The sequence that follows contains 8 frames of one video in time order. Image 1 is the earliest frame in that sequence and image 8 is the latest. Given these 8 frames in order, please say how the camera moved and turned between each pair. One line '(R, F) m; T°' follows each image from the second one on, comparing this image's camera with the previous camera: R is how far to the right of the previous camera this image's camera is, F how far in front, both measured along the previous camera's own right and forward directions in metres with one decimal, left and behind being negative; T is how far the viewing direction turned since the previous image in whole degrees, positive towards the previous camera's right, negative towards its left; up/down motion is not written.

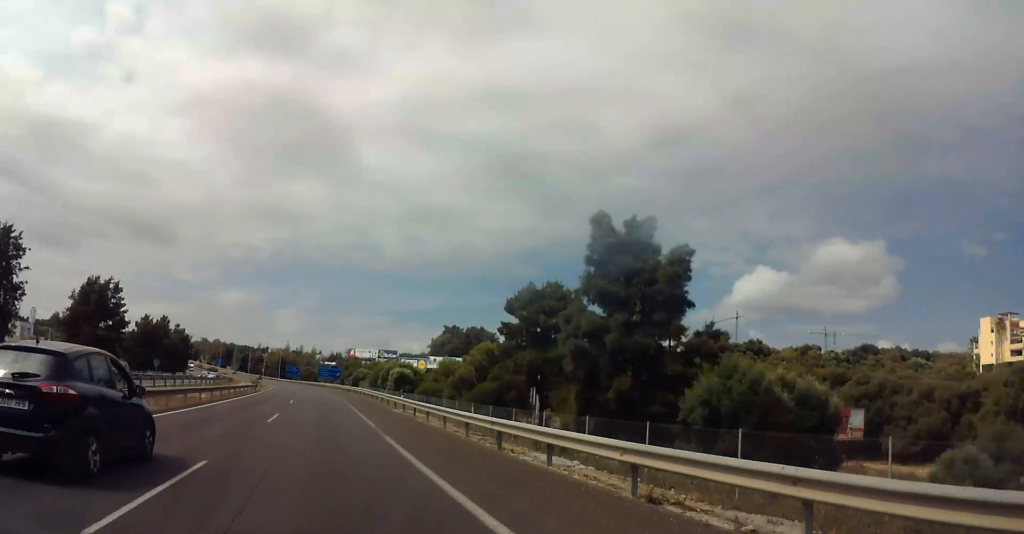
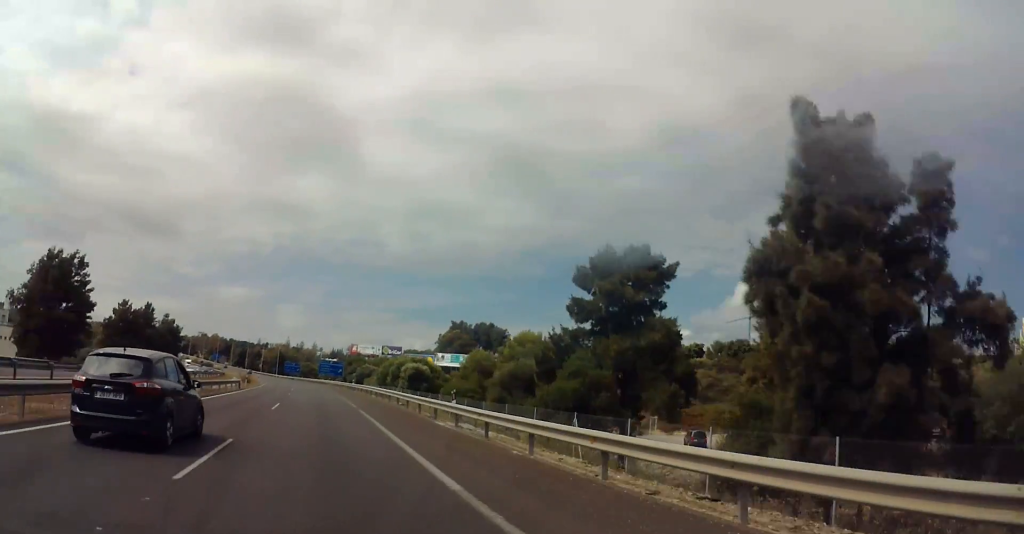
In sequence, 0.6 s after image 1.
(-1.0, +15.7) m; -3°
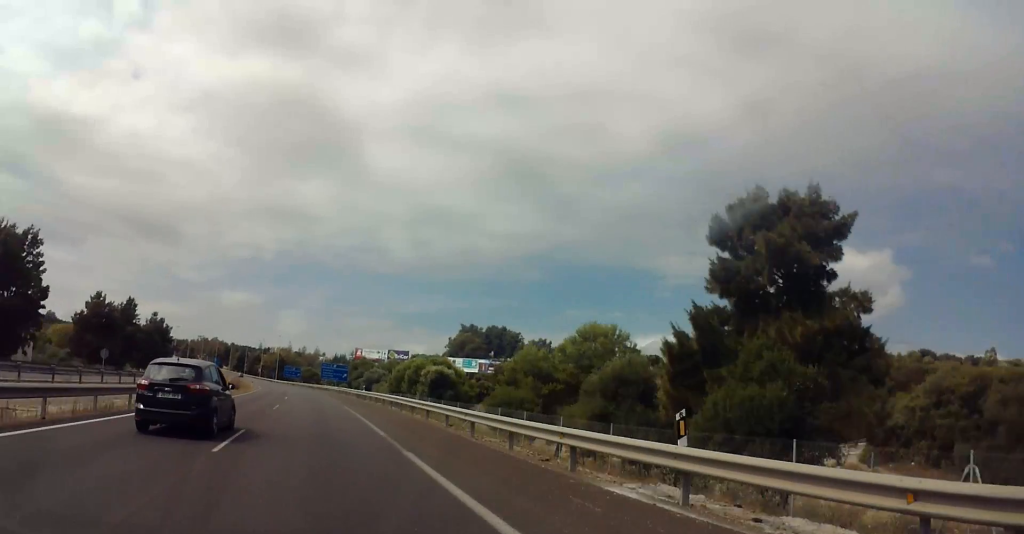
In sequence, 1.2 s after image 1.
(-0.5, +14.8) m; -2°
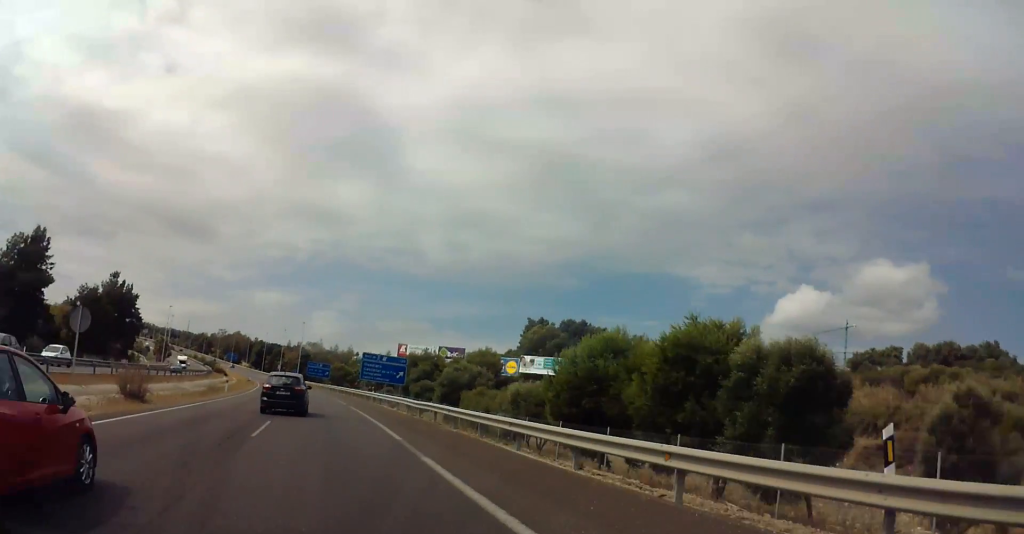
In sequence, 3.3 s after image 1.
(+0.5, +49.7) m; +1°
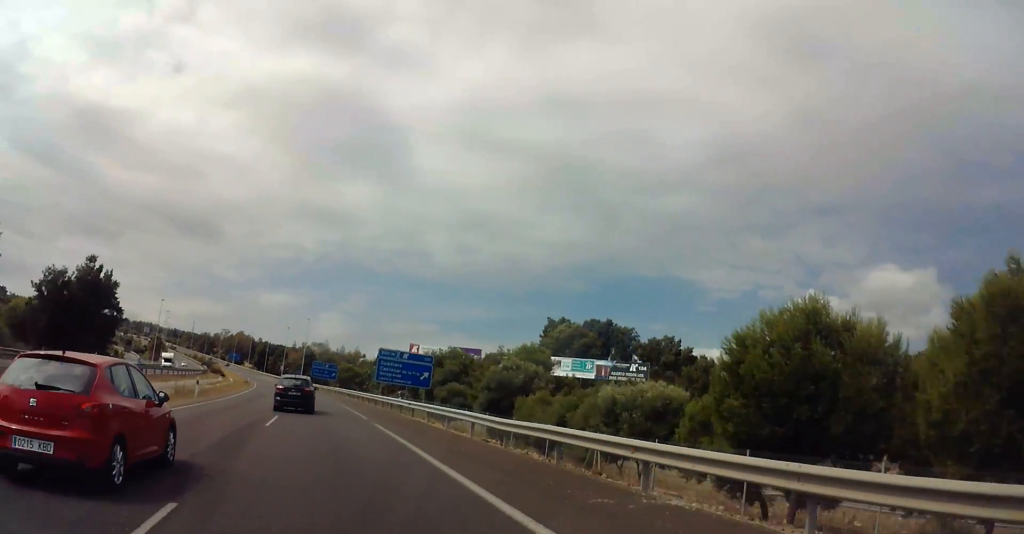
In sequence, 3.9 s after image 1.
(0.0, +14.6) m; 0°
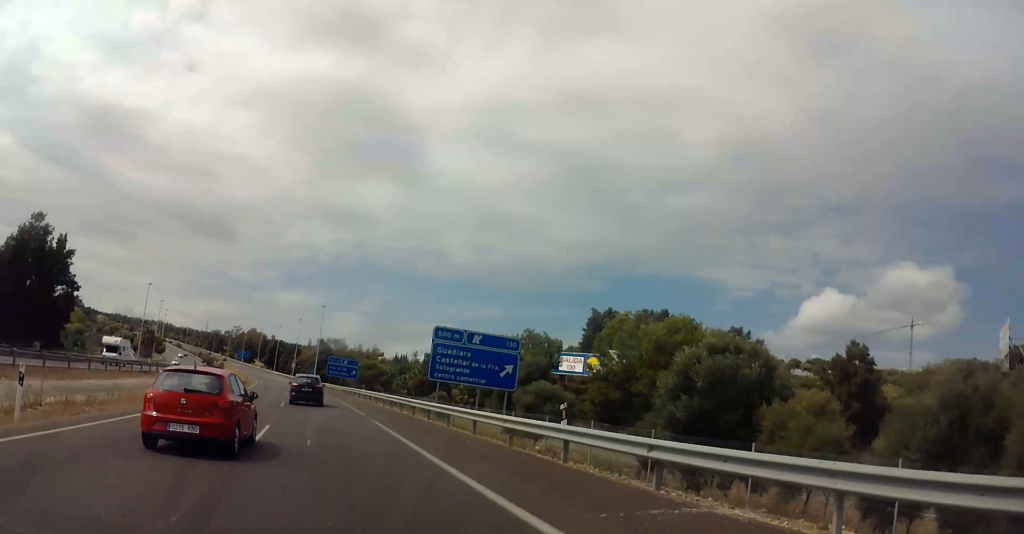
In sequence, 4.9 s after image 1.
(0.0, +25.3) m; -1°
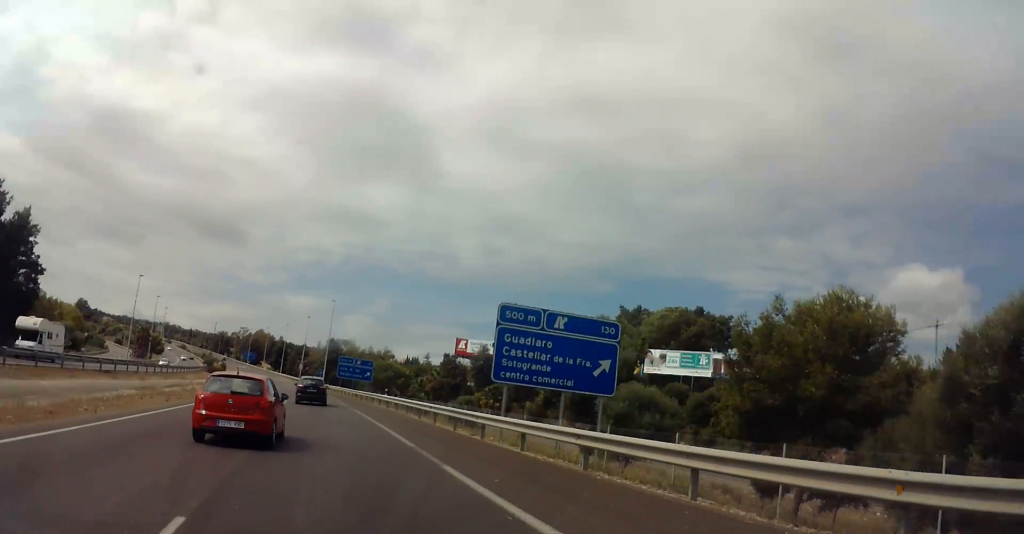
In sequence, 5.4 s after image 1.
(-0.2, +11.7) m; -1°
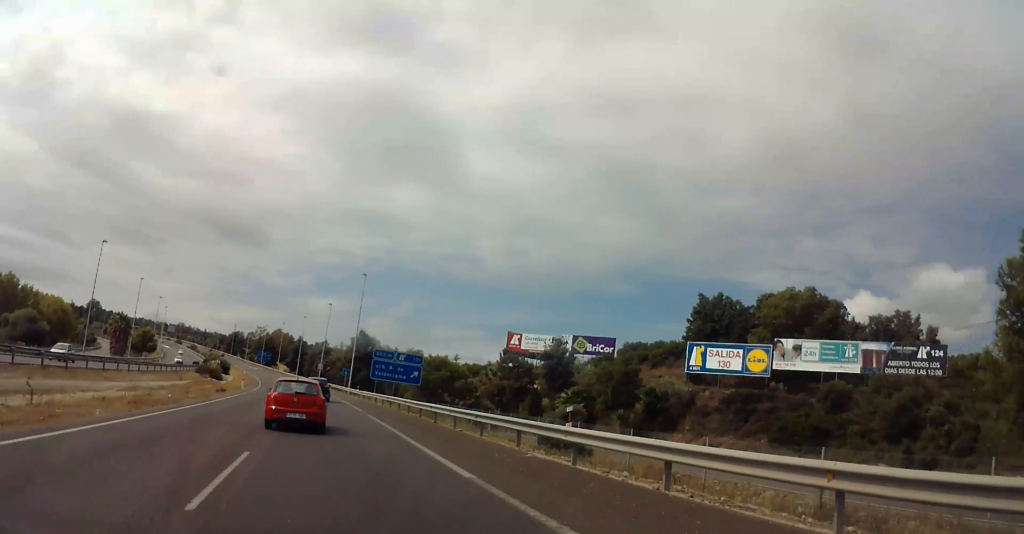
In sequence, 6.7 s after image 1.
(-0.5, +31.2) m; -2°
